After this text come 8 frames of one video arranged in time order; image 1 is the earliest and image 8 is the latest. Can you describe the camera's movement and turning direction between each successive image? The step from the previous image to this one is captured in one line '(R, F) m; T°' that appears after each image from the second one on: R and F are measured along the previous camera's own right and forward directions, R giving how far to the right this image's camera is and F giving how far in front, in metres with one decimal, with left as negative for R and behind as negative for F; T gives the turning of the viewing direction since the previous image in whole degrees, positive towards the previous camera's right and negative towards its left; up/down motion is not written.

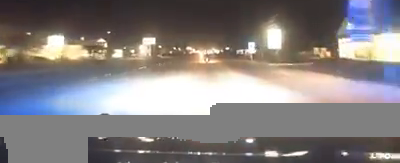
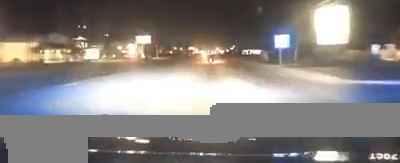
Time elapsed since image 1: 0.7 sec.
(+0.1, +26.7) m; 0°
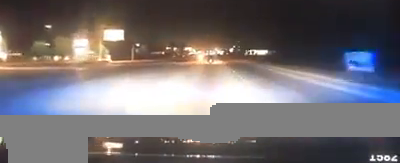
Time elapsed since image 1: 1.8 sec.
(+0.1, +44.0) m; 0°
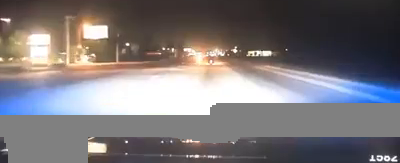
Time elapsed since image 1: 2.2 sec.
(0.0, +18.7) m; 0°
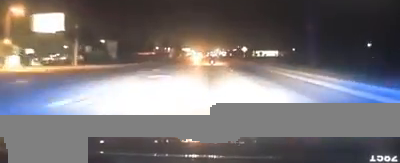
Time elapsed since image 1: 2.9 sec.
(-0.1, +29.4) m; 0°
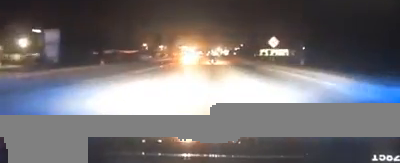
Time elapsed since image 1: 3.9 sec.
(-0.1, +43.9) m; 0°
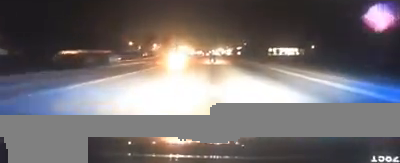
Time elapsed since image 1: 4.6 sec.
(0.0, +31.2) m; 0°
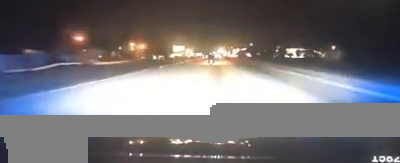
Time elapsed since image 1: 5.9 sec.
(-0.1, +58.0) m; 0°
